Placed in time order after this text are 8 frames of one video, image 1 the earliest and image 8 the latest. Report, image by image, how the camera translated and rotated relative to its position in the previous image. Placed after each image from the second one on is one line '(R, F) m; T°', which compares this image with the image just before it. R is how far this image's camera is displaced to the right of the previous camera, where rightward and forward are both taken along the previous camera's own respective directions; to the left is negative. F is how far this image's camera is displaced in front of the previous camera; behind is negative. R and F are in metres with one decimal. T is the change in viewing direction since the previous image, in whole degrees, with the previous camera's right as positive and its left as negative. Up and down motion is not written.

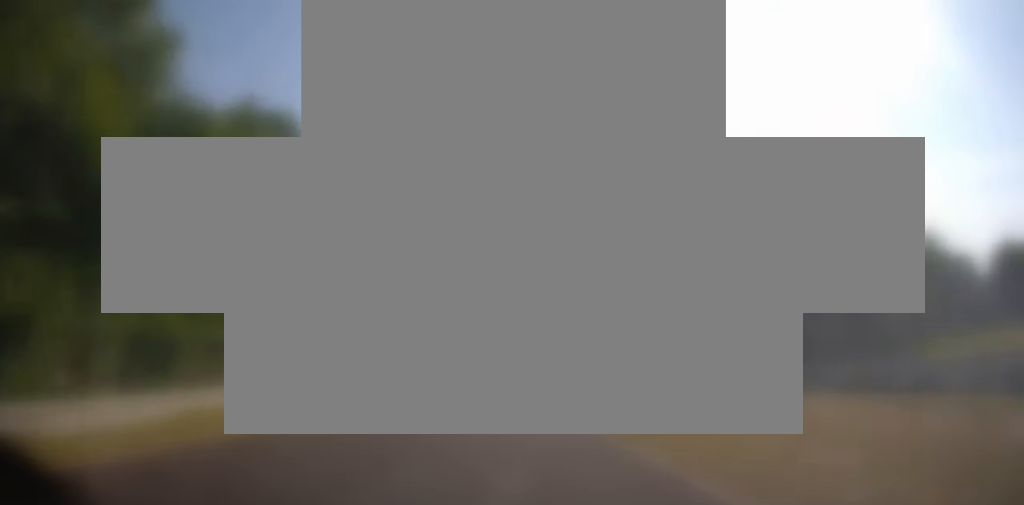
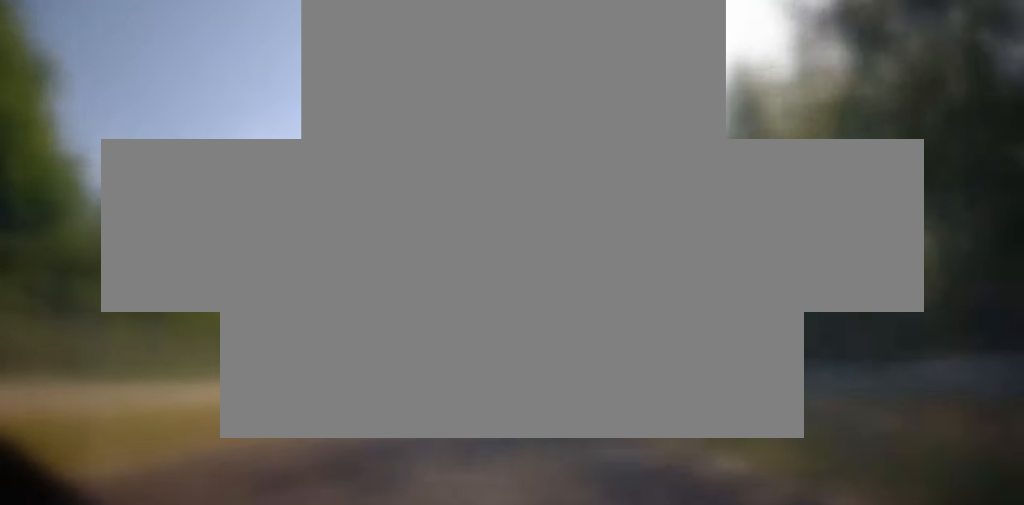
(+0.1, +49.6) m; -1°
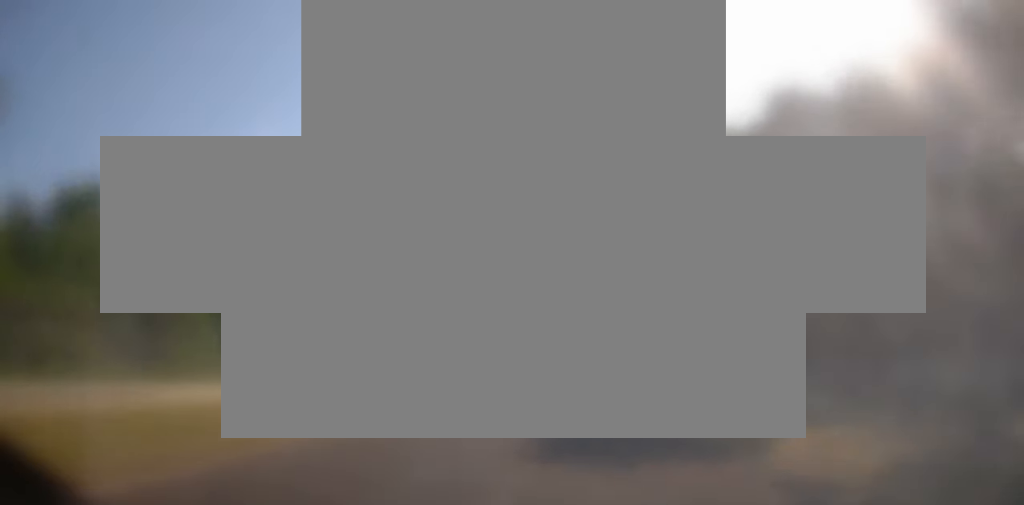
(0.0, +20.8) m; -1°
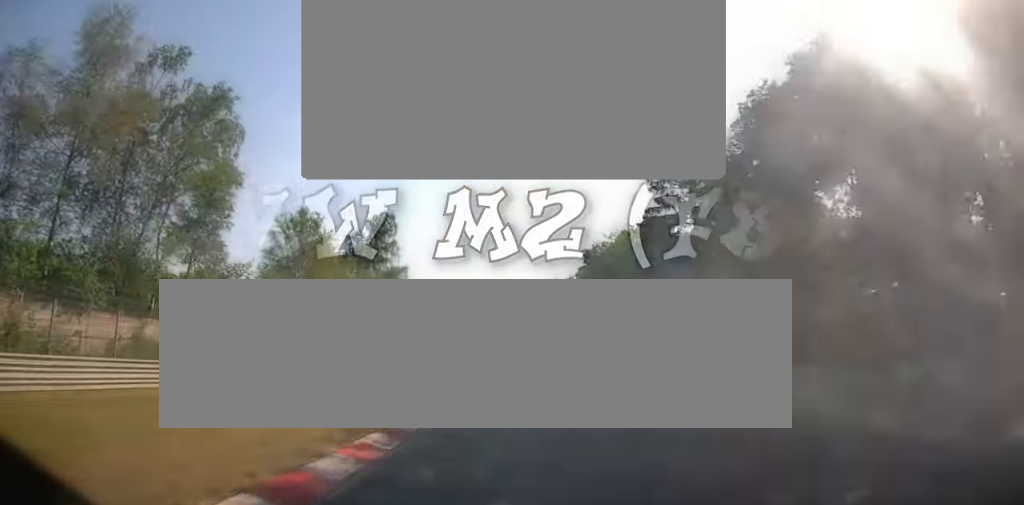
(-2.1, +55.7) m; -4°
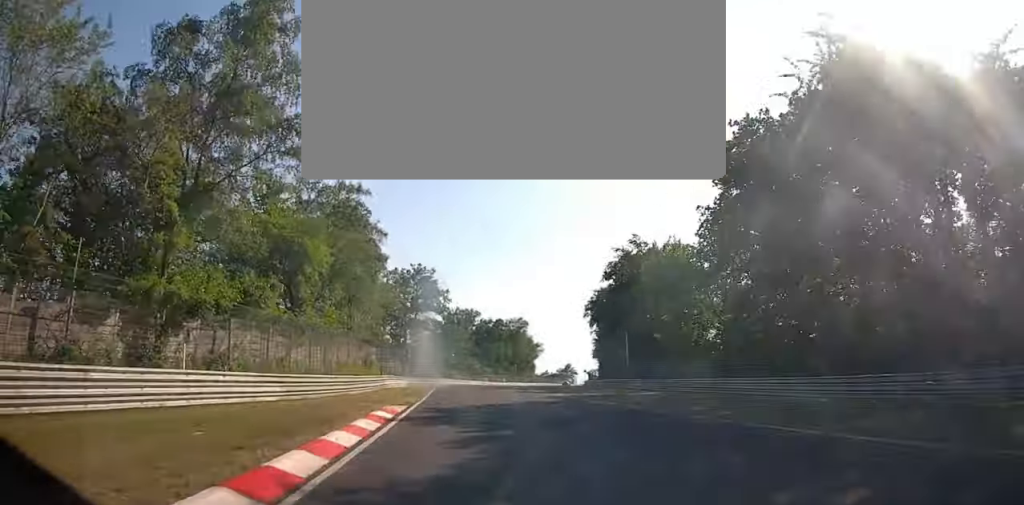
(-1.3, +40.6) m; -3°
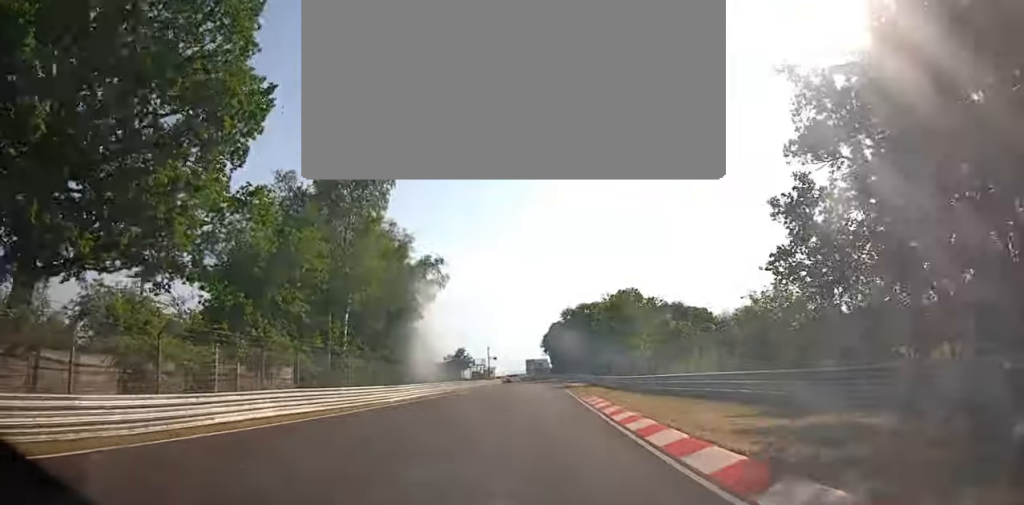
(+4.3, +107.6) m; +7°
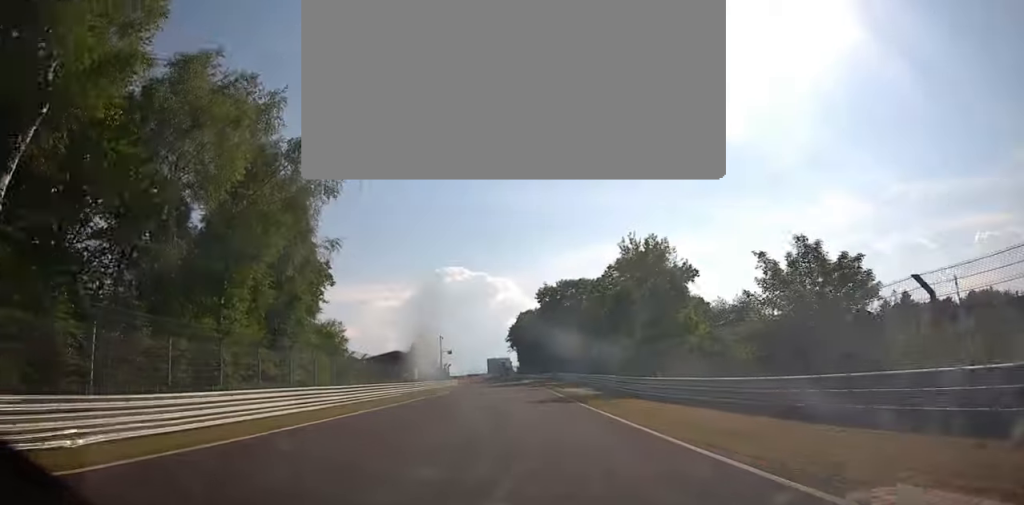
(+0.6, +26.3) m; +3°
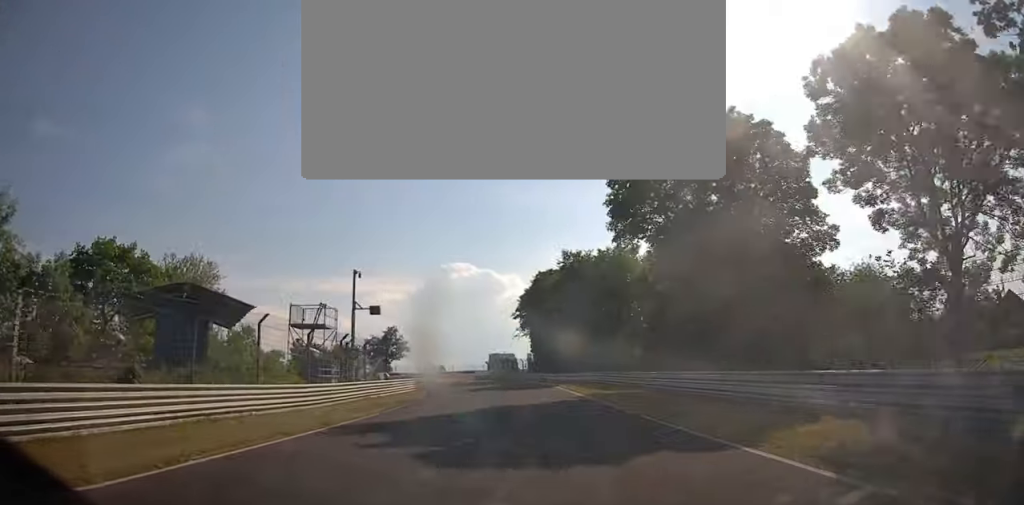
(+3.3, +50.4) m; +4°
